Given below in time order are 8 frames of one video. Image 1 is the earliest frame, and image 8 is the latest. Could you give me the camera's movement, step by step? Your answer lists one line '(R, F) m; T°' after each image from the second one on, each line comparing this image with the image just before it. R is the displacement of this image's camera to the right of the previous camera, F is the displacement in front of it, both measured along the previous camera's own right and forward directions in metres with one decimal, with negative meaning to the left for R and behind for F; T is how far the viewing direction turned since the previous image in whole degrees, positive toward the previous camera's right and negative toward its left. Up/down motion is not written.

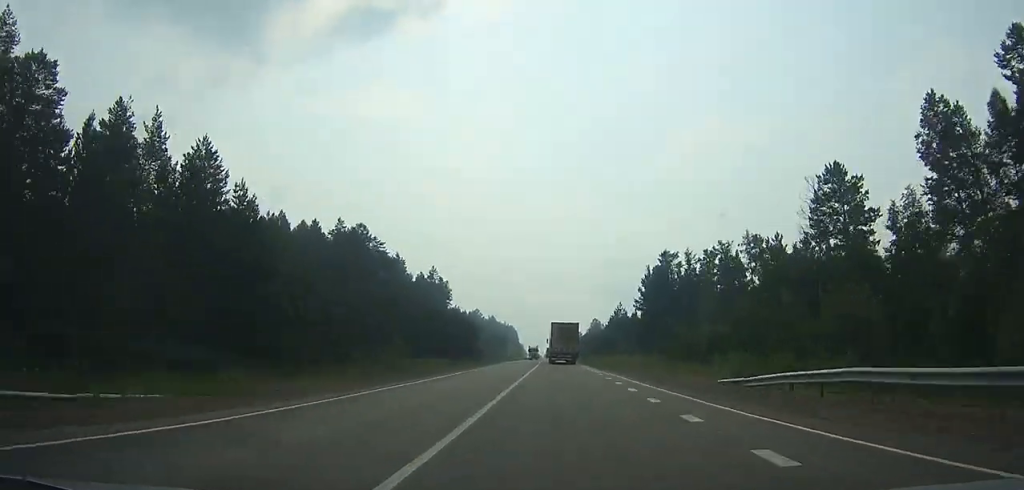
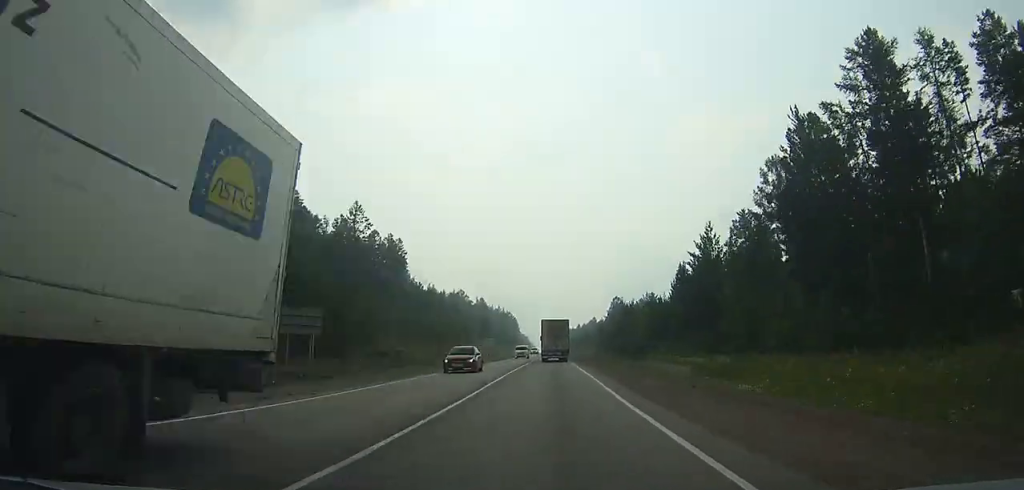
(-0.9, +91.8) m; -1°
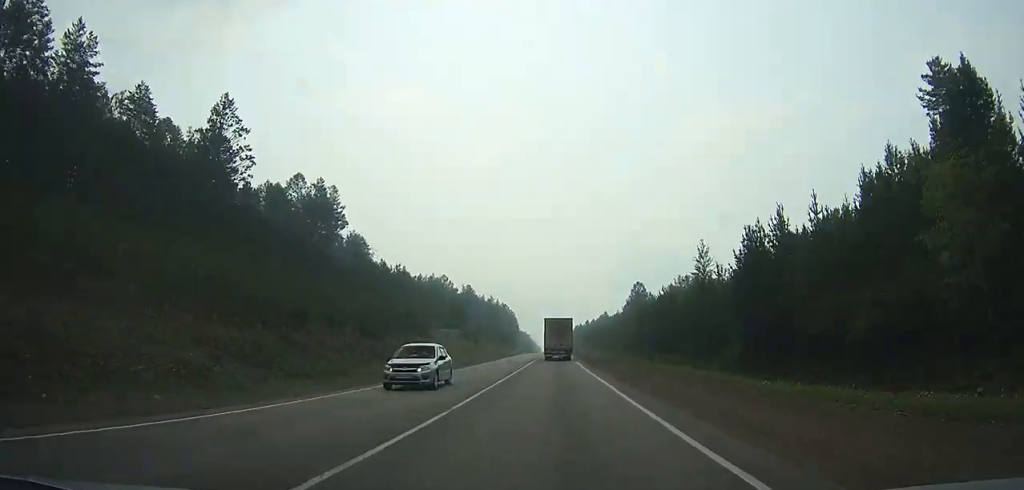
(-0.1, +58.6) m; 0°
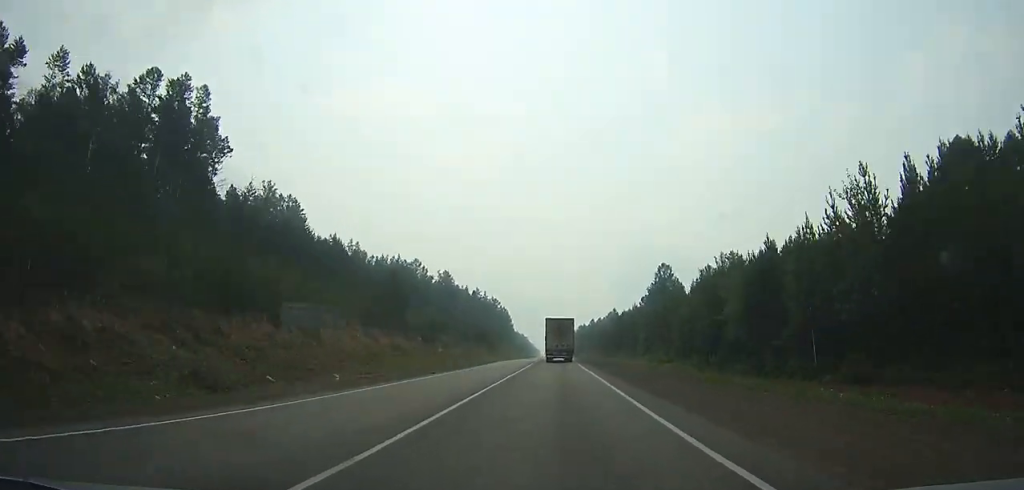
(0.0, +49.9) m; 0°
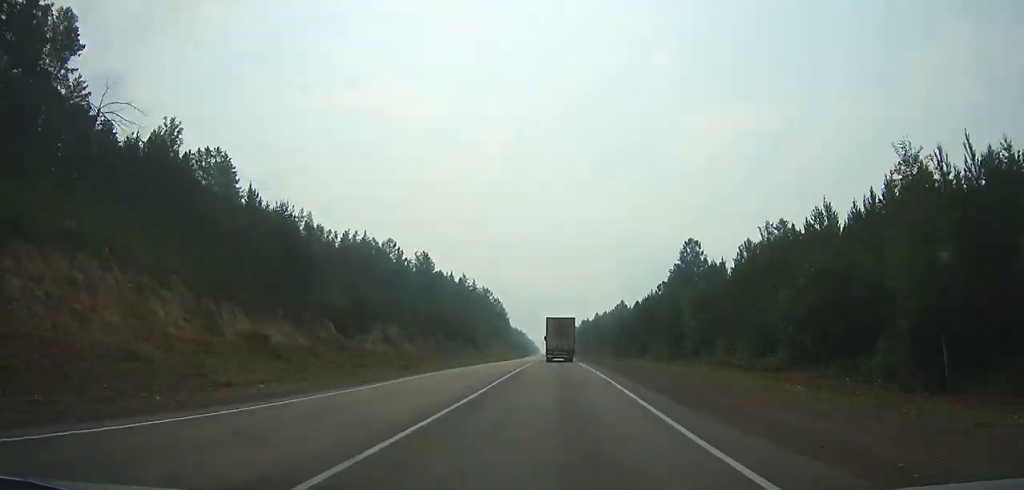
(-0.2, +30.8) m; 0°
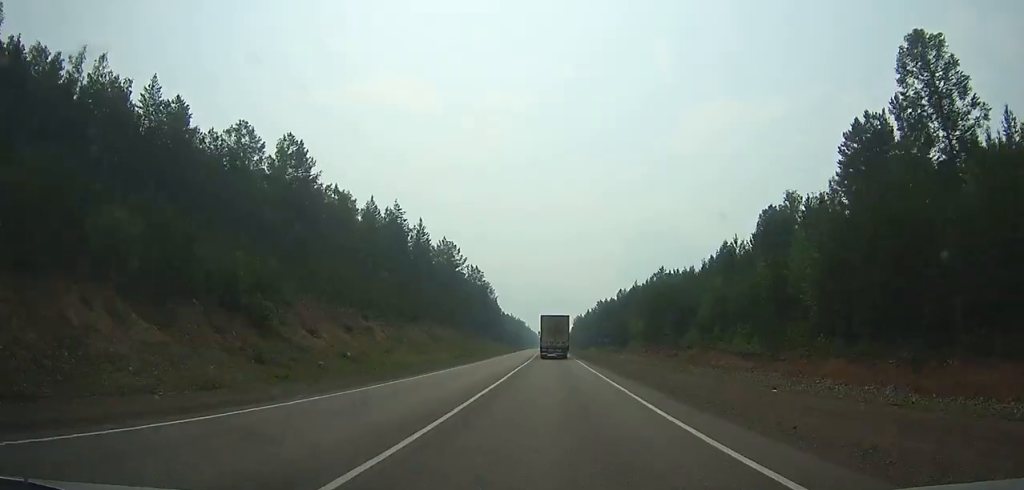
(-0.3, +85.3) m; -1°
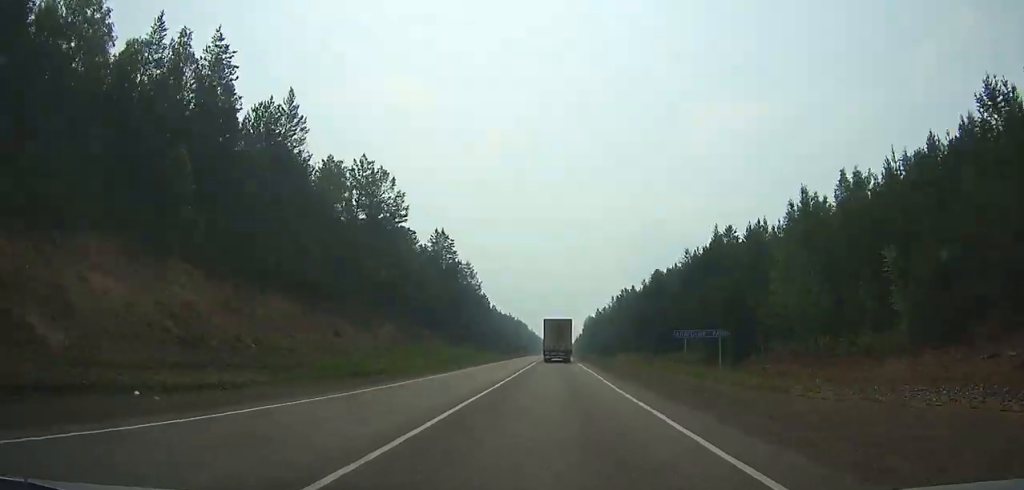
(-0.3, +59.8) m; -1°
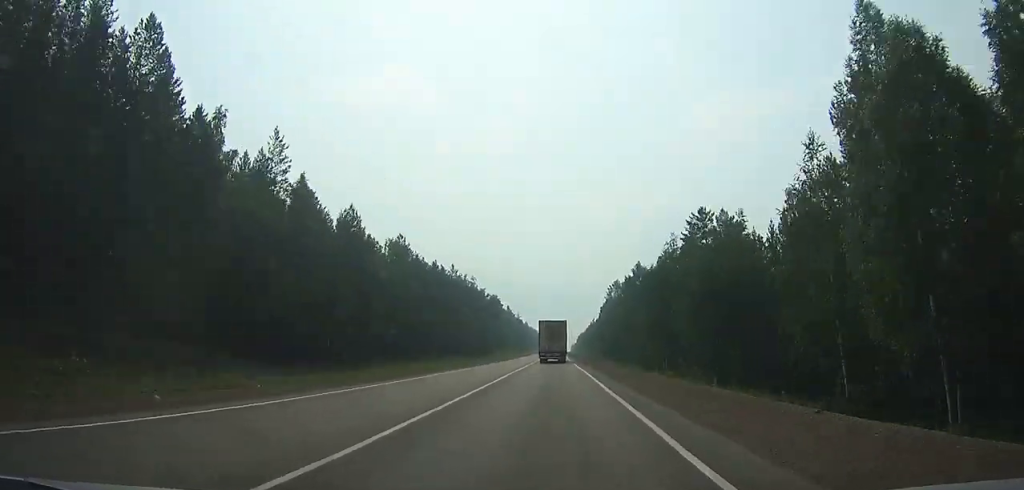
(-0.4, +145.7) m; 0°
